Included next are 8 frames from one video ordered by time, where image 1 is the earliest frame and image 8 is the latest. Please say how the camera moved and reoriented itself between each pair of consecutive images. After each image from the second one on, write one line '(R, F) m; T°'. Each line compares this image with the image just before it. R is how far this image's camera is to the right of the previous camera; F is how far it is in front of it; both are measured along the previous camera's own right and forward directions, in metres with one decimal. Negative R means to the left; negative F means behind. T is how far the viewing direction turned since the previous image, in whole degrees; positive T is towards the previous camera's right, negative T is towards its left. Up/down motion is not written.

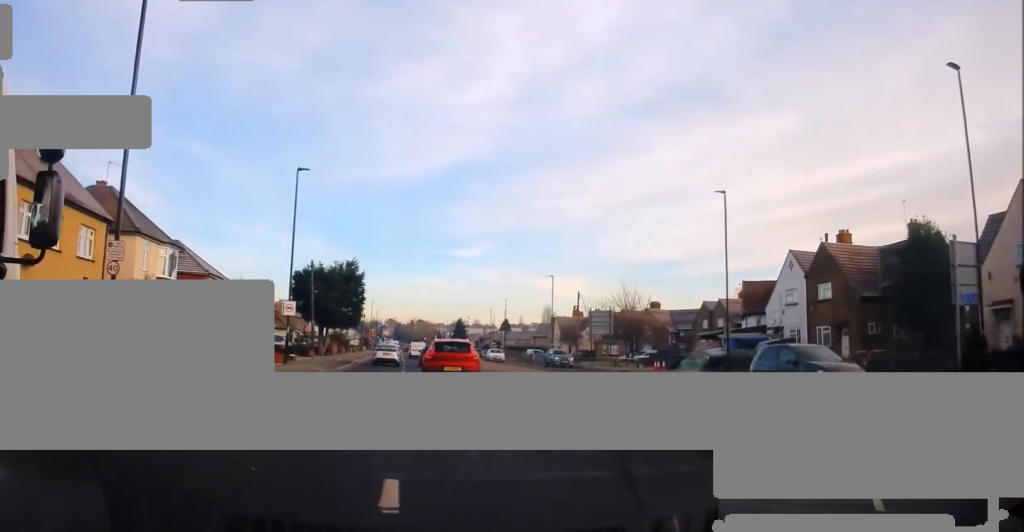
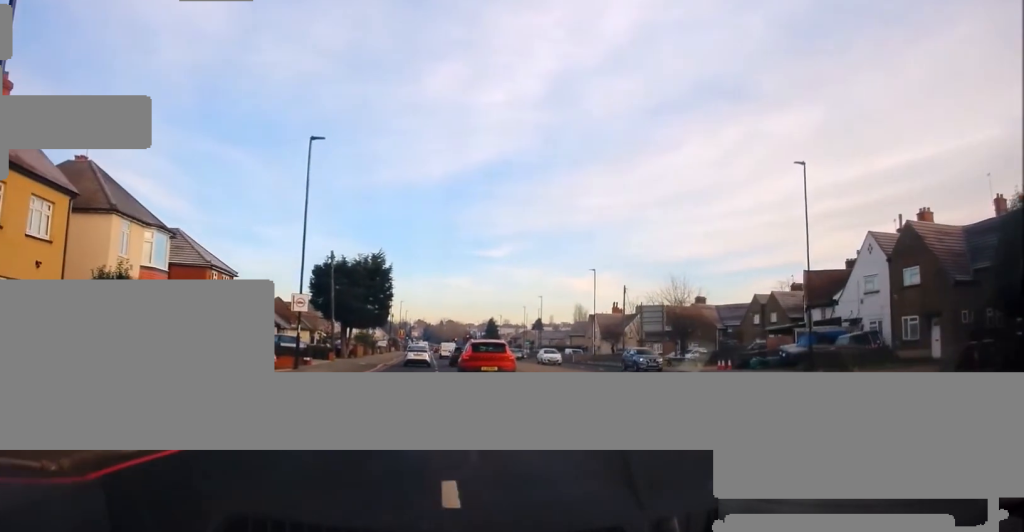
(-0.1, +6.3) m; -2°
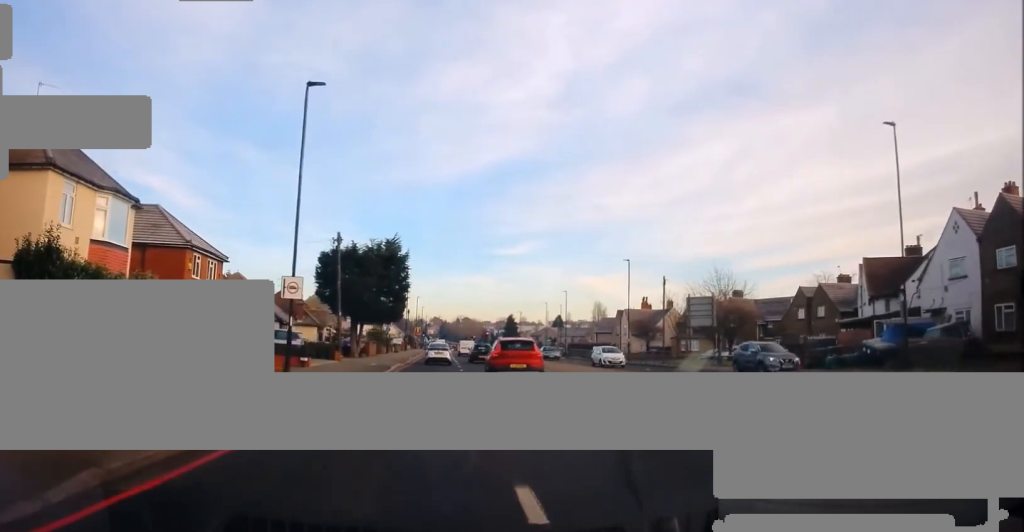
(-0.1, +6.5) m; 0°
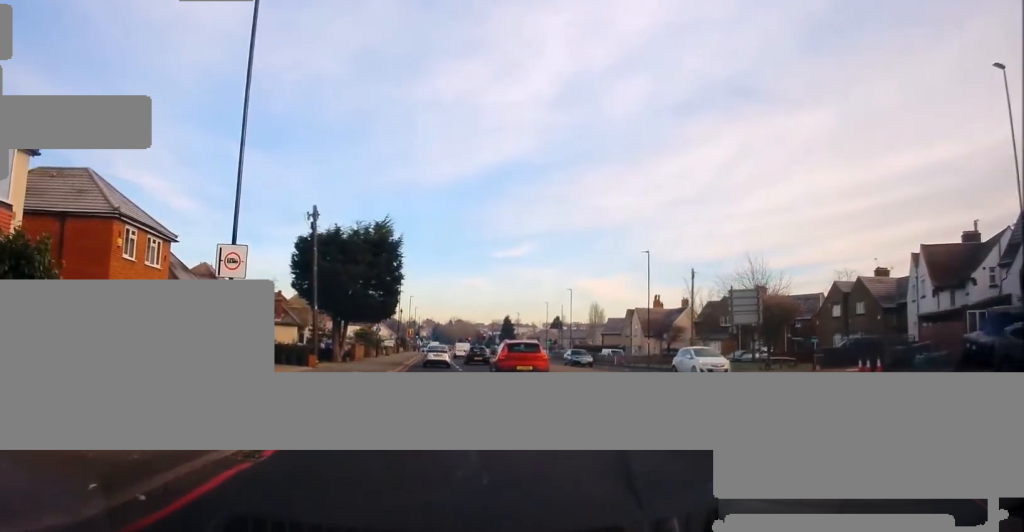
(-0.3, +7.7) m; +1°
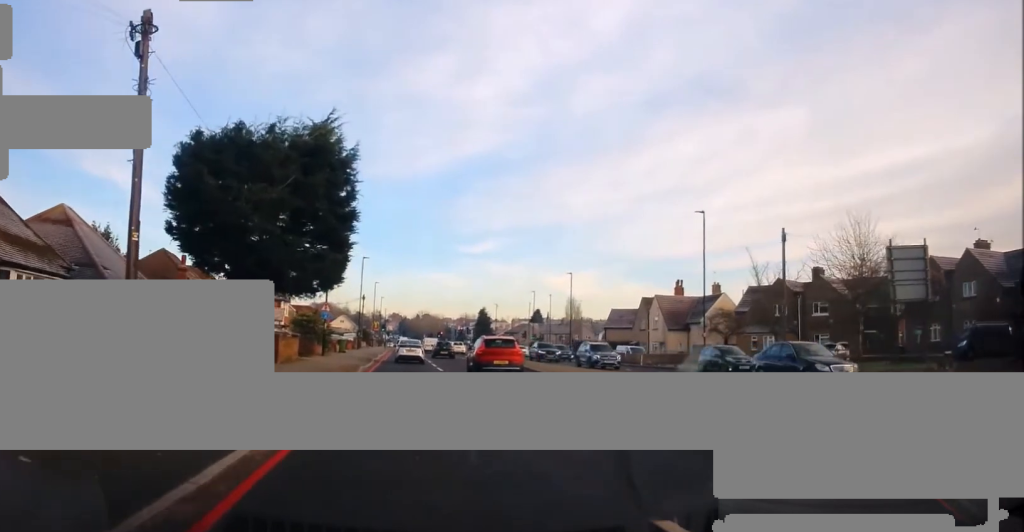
(+0.5, +18.3) m; +2°
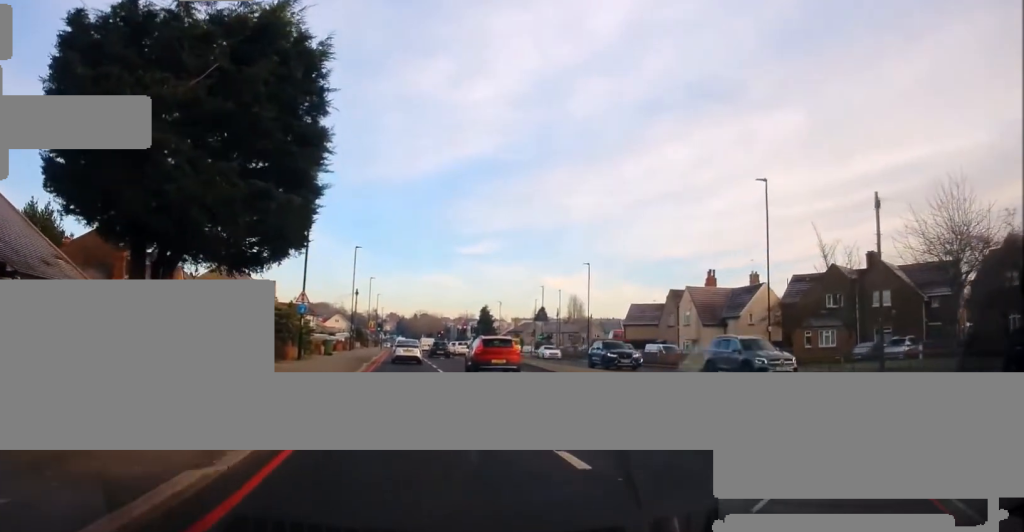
(+0.2, +8.9) m; 0°
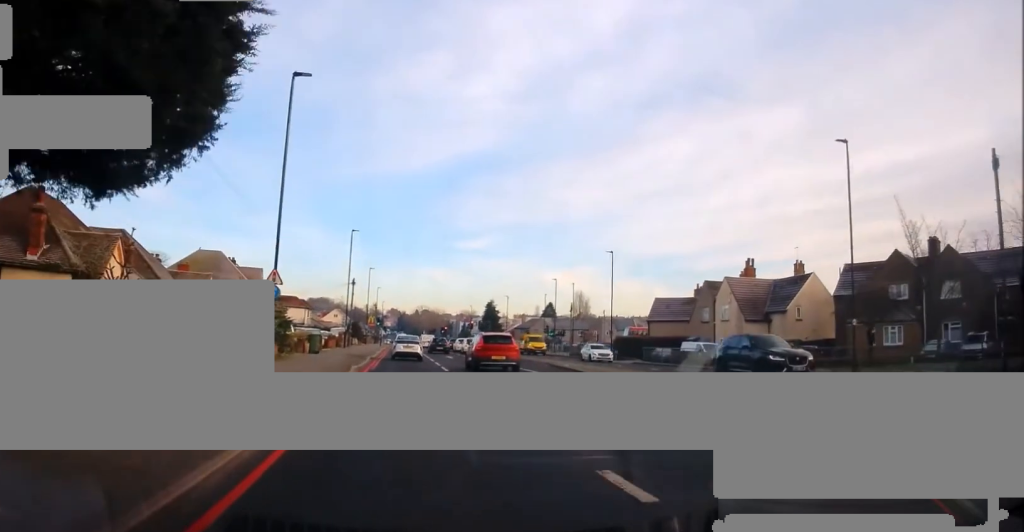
(+0.2, +7.6) m; -1°
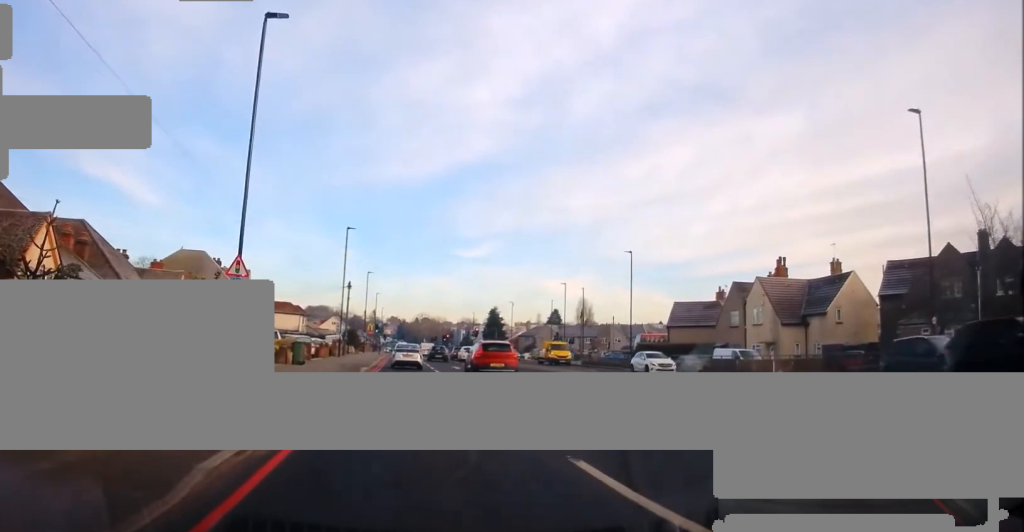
(-0.3, +5.8) m; -1°
